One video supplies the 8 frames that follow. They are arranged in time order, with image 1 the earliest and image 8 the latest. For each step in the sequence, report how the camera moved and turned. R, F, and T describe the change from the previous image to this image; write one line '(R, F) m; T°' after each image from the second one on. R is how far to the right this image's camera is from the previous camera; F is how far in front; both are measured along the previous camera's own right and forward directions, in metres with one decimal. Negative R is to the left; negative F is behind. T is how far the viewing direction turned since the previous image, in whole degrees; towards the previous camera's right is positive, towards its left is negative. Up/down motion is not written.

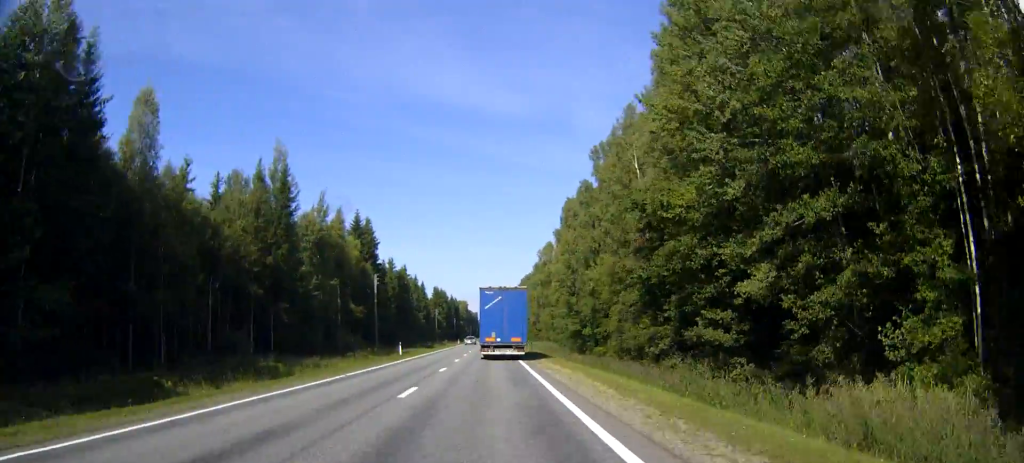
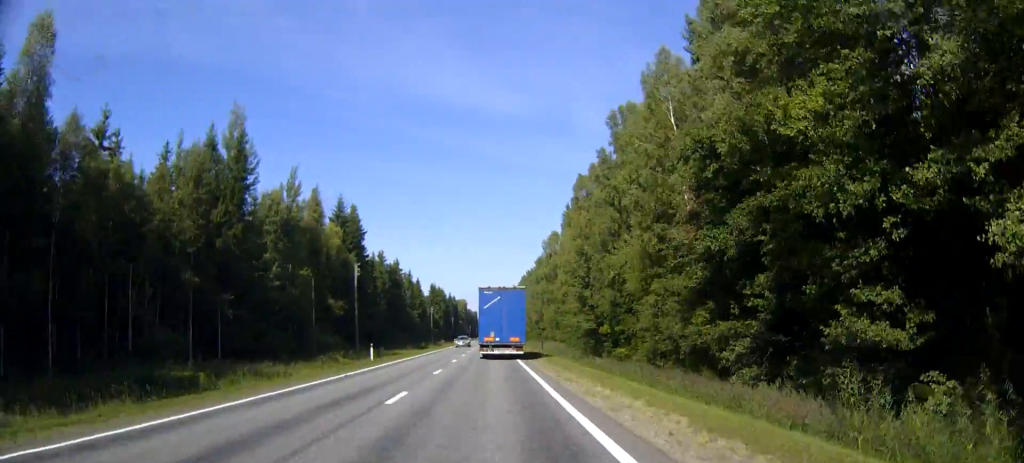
(0.0, +13.4) m; 0°
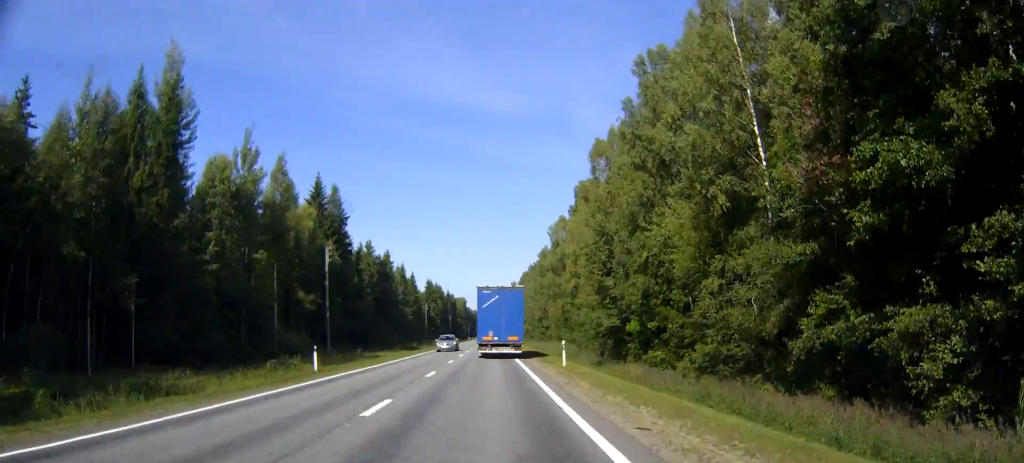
(0.0, +14.2) m; 0°
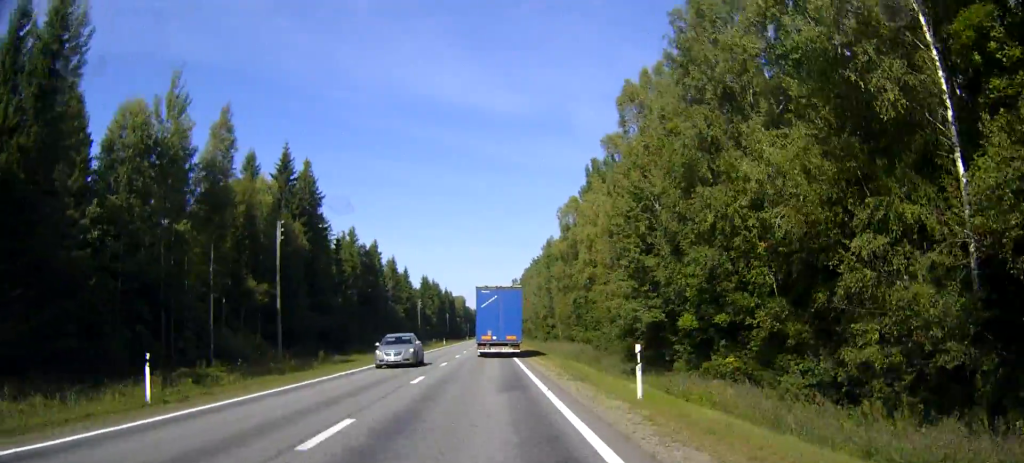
(0.0, +15.8) m; 0°
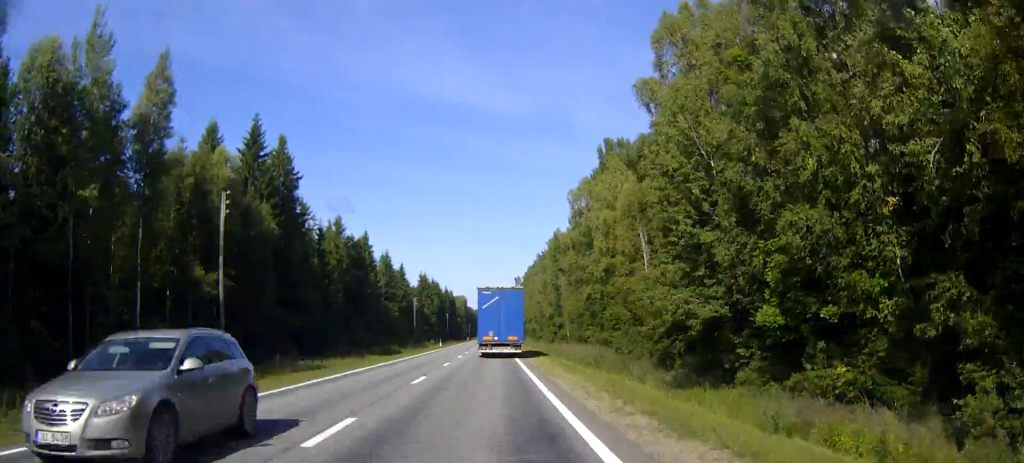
(+0.1, +11.8) m; 0°
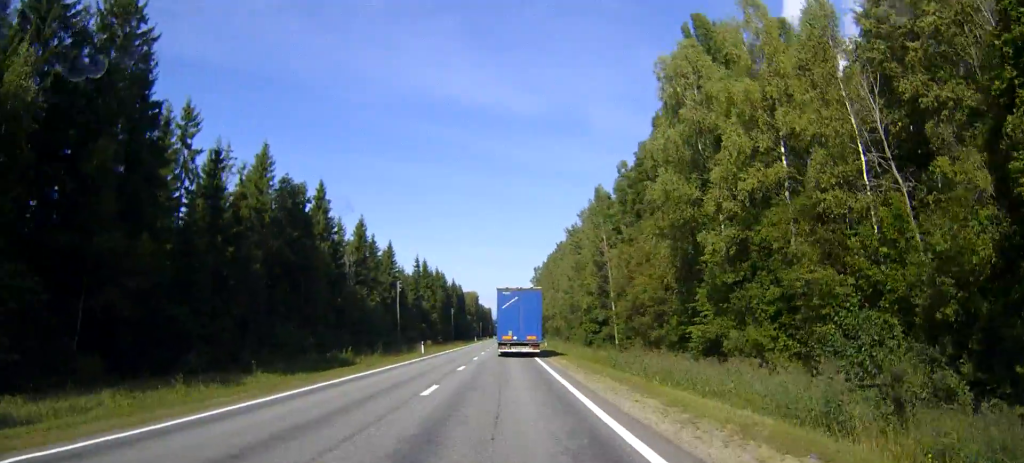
(-0.4, +40.2) m; 0°
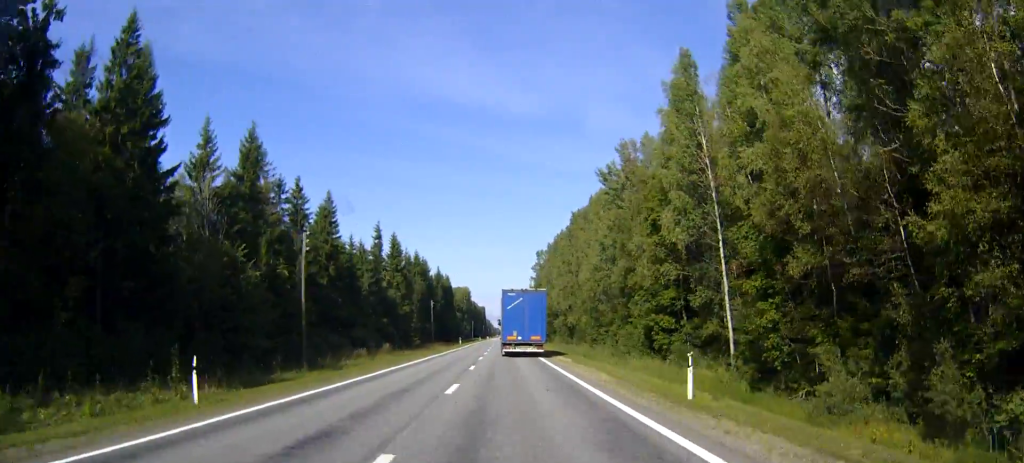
(+0.3, +47.3) m; +1°
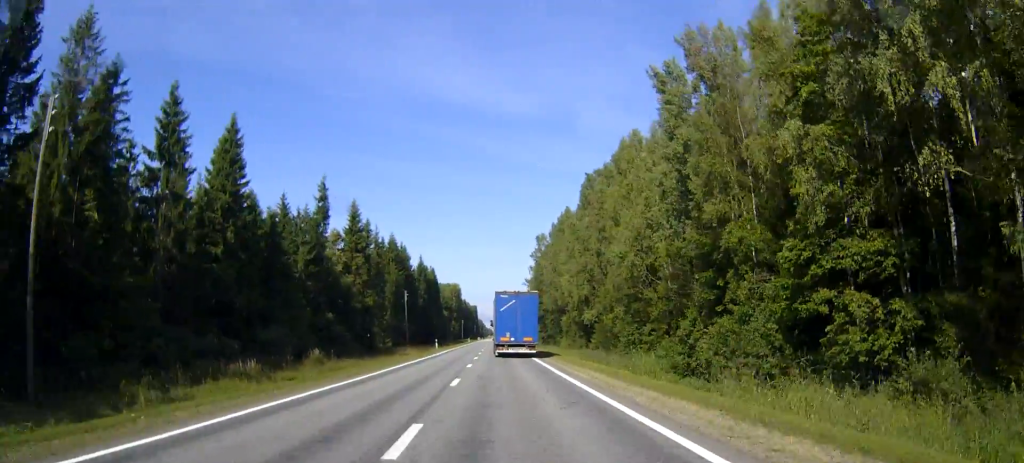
(0.0, +33.1) m; 0°
